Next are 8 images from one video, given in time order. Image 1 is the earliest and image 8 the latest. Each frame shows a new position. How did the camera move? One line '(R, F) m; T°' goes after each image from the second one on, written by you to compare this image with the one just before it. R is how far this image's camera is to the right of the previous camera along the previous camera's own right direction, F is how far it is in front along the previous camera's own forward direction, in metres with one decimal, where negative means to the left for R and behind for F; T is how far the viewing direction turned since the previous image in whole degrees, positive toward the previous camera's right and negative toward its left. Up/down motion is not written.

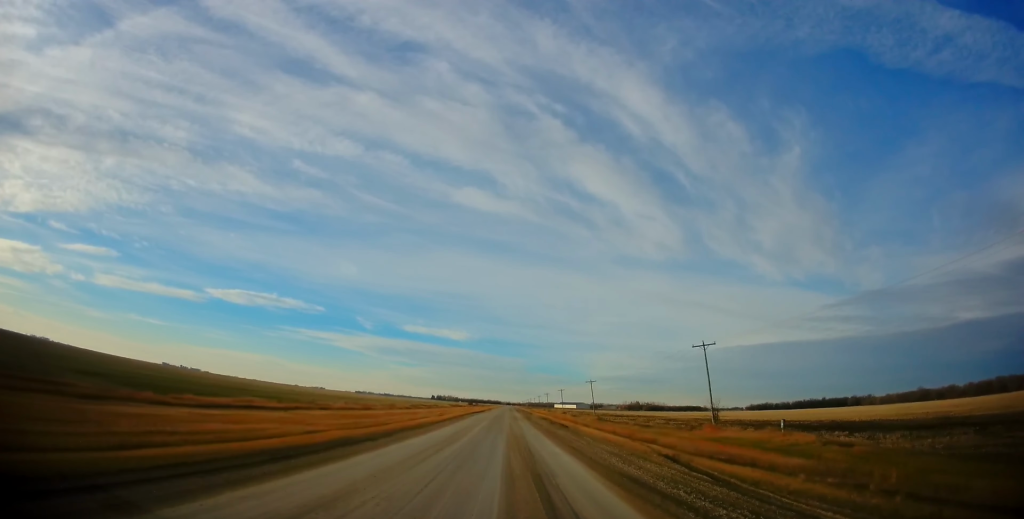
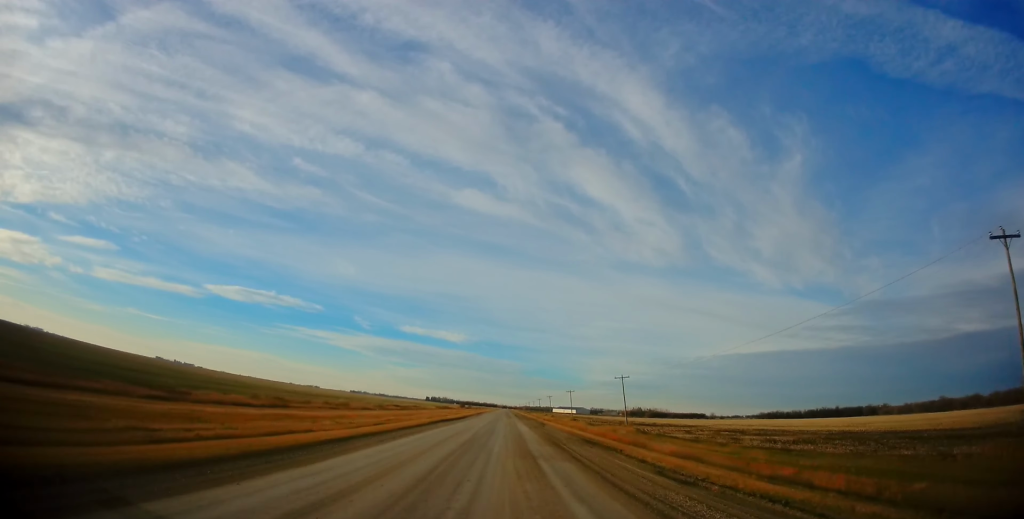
(0.0, +39.3) m; 0°
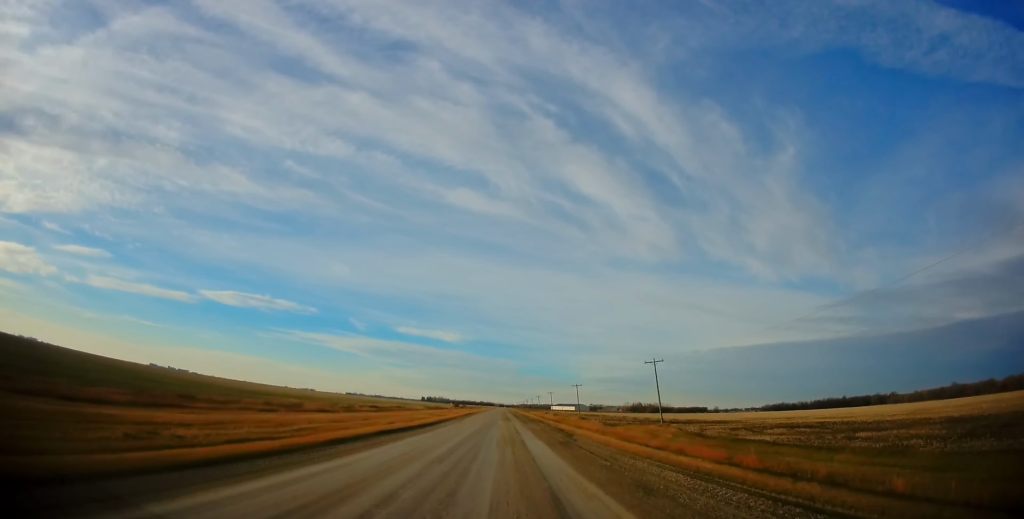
(0.0, +22.9) m; -1°
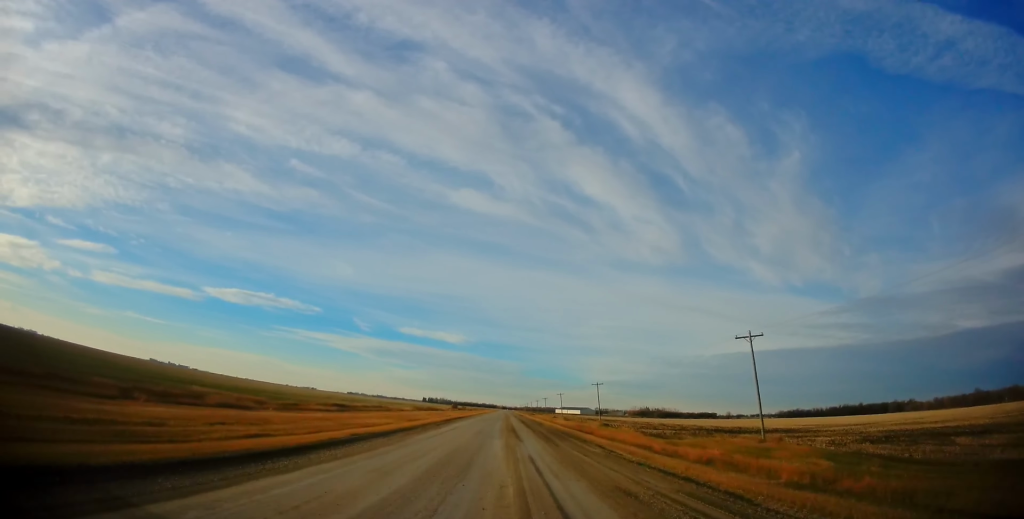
(-0.2, +28.2) m; 0°
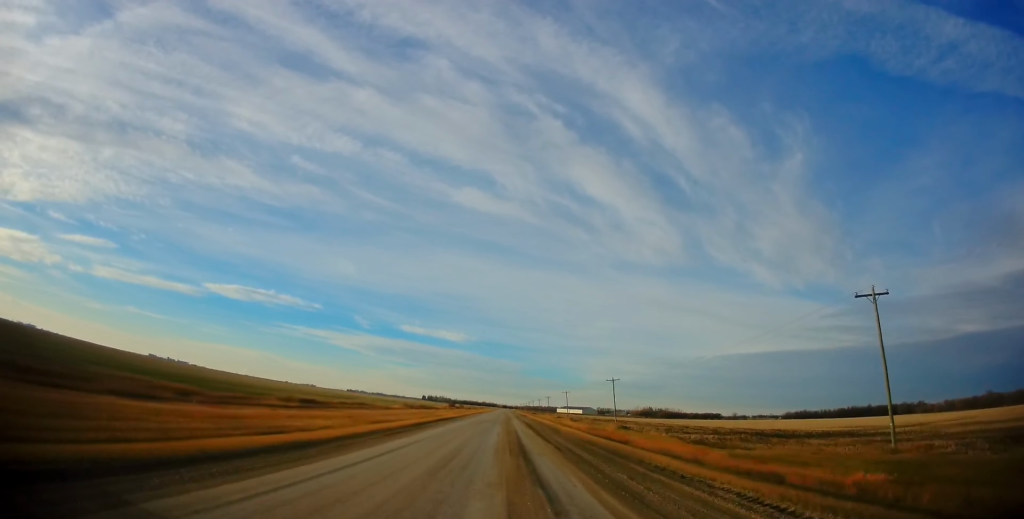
(+0.1, +16.3) m; +1°
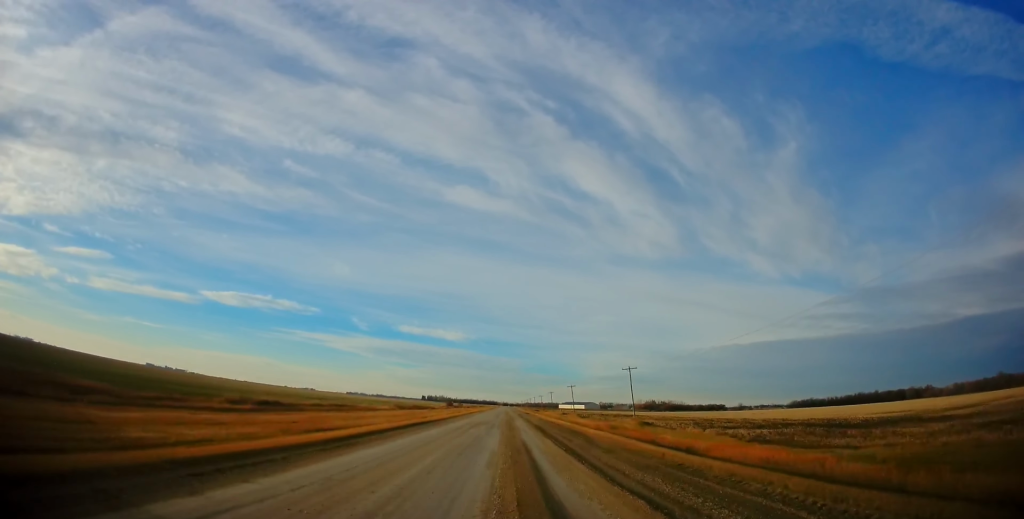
(+0.2, +13.9) m; 0°
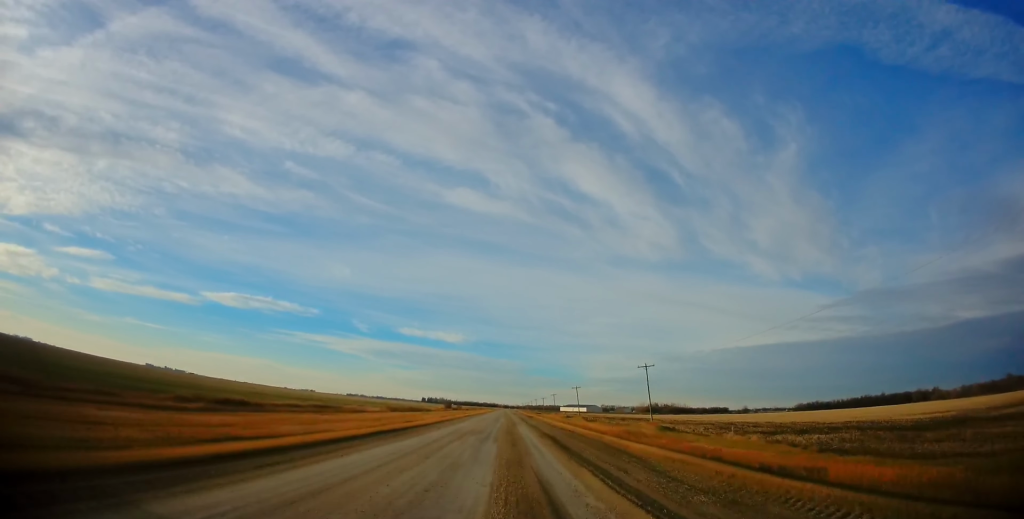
(+0.1, +10.0) m; 0°
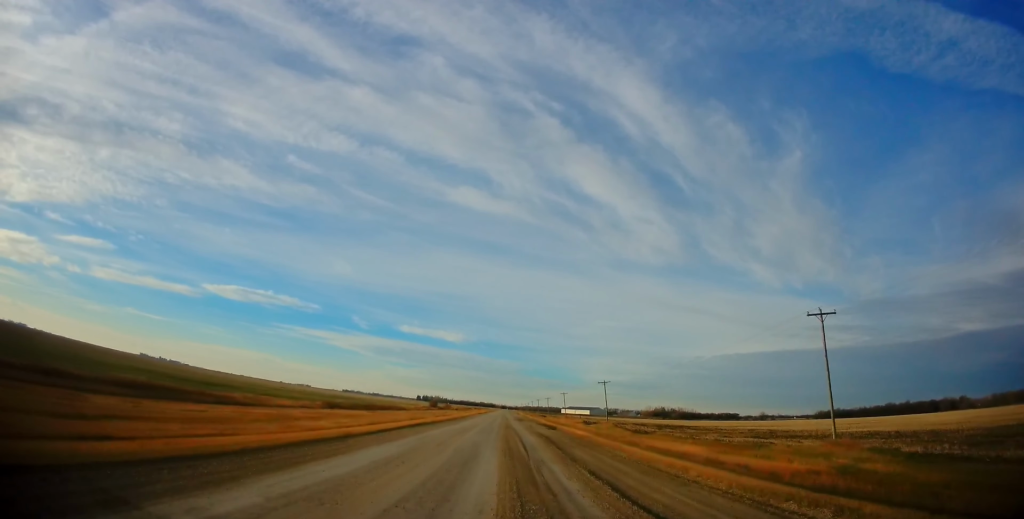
(-0.5, +42.5) m; -1°
